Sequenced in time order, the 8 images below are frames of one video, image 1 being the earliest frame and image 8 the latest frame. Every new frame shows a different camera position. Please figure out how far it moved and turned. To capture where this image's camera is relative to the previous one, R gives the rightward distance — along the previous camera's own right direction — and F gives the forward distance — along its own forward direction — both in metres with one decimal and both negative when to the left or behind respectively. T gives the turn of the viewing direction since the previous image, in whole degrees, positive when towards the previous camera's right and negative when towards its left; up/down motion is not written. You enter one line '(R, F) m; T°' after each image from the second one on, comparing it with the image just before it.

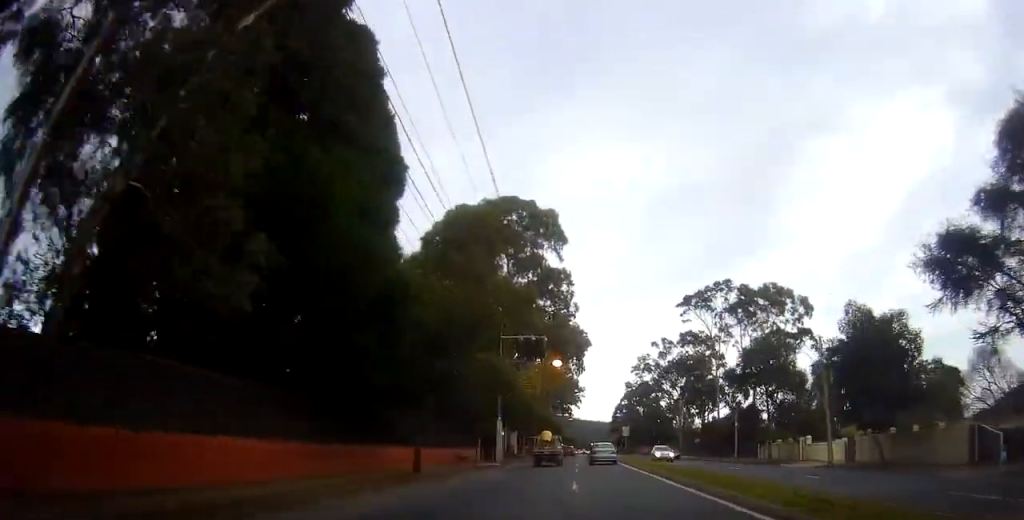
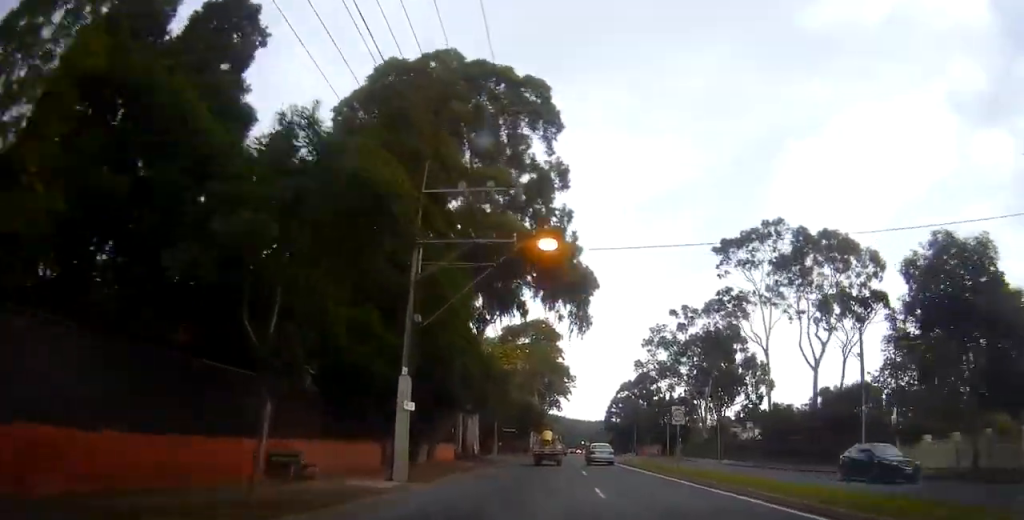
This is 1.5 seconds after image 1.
(-0.3, +25.8) m; +2°
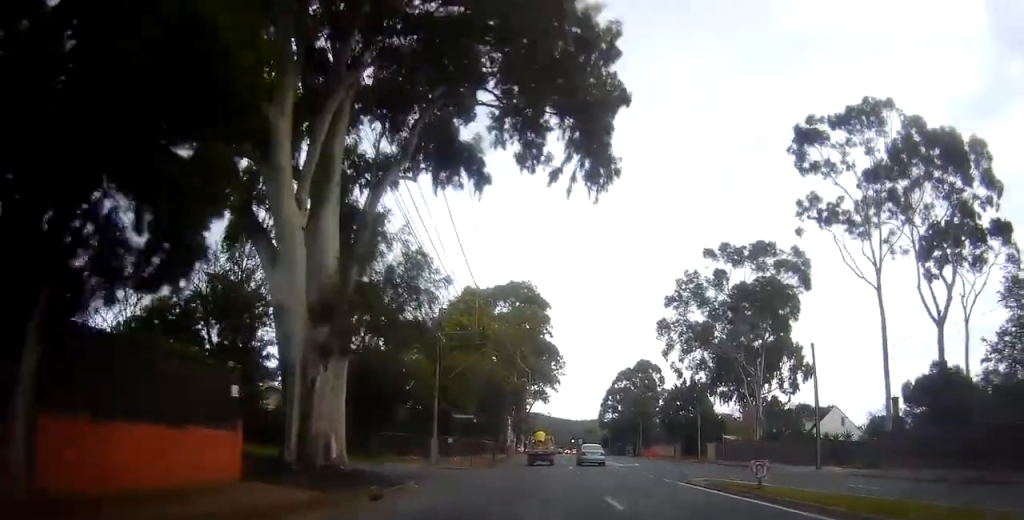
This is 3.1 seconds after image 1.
(+0.2, +25.8) m; +1°
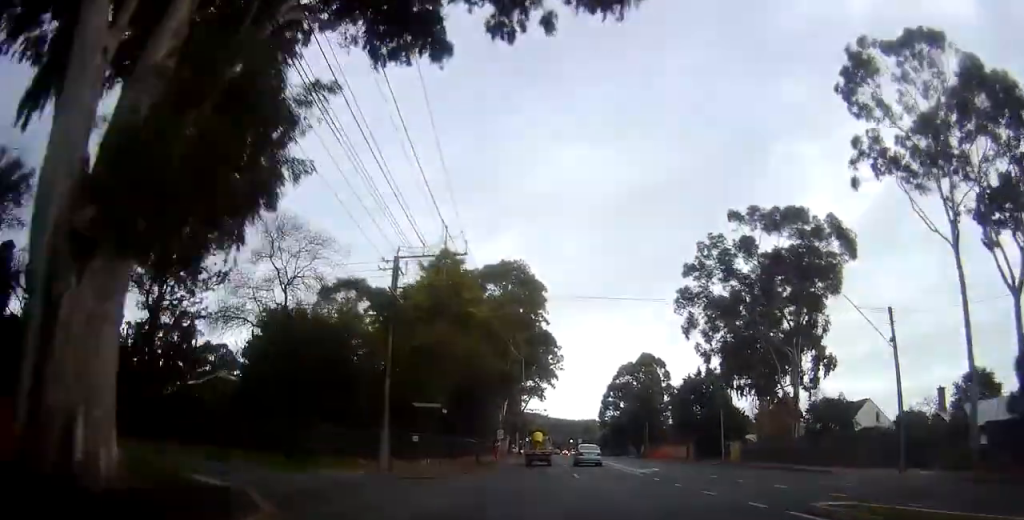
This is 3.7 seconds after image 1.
(+0.3, +9.8) m; 0°
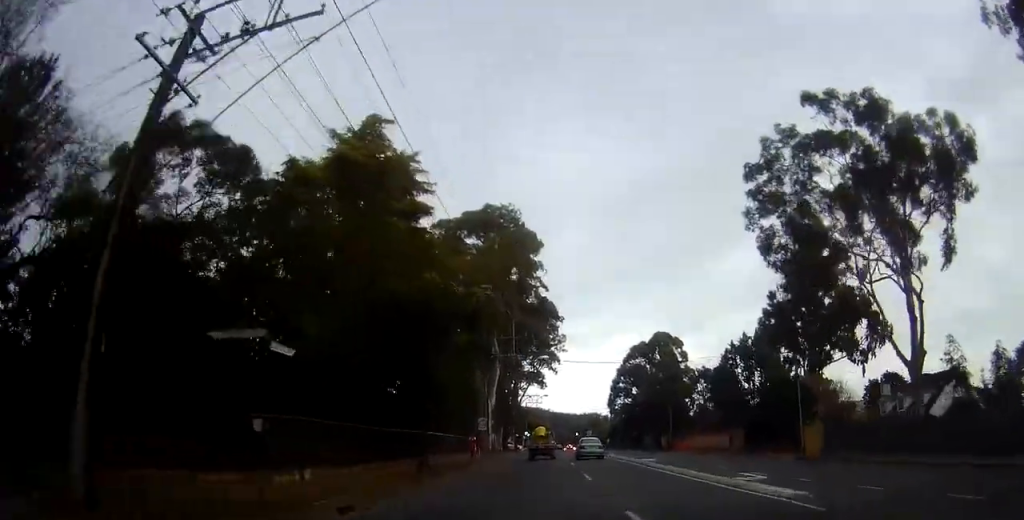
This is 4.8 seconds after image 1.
(-0.4, +17.3) m; +1°
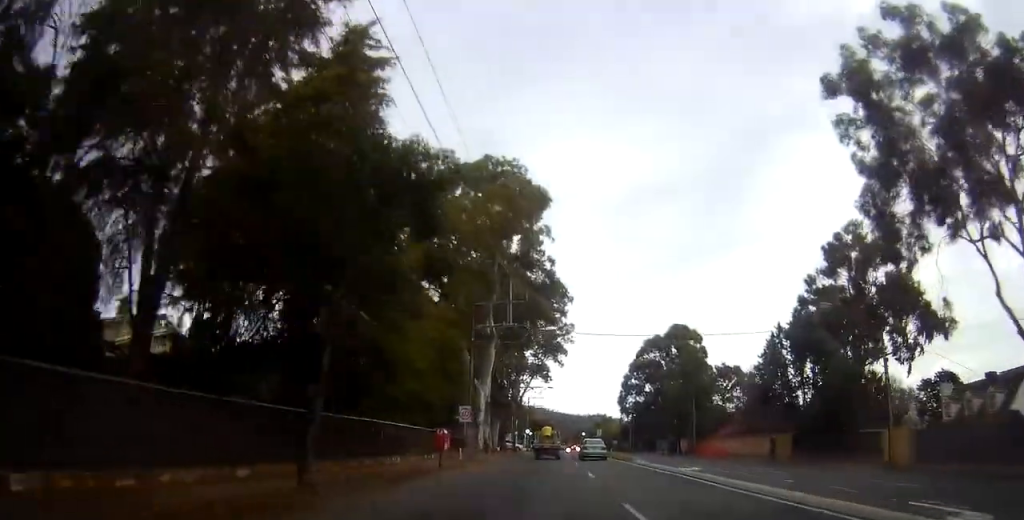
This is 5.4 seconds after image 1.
(+0.5, +10.6) m; 0°
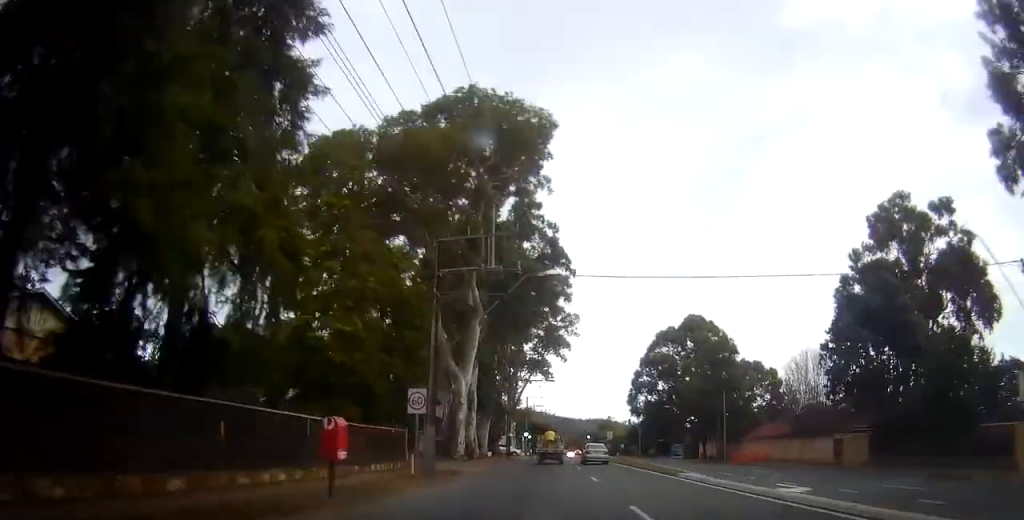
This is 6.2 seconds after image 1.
(+0.1, +11.6) m; -1°
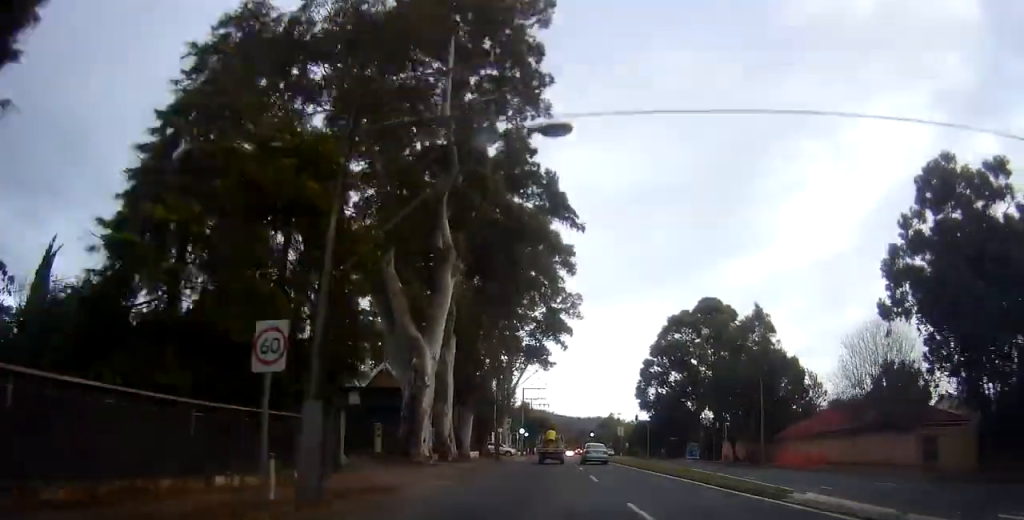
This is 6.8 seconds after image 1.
(-0.5, +10.5) m; -1°
